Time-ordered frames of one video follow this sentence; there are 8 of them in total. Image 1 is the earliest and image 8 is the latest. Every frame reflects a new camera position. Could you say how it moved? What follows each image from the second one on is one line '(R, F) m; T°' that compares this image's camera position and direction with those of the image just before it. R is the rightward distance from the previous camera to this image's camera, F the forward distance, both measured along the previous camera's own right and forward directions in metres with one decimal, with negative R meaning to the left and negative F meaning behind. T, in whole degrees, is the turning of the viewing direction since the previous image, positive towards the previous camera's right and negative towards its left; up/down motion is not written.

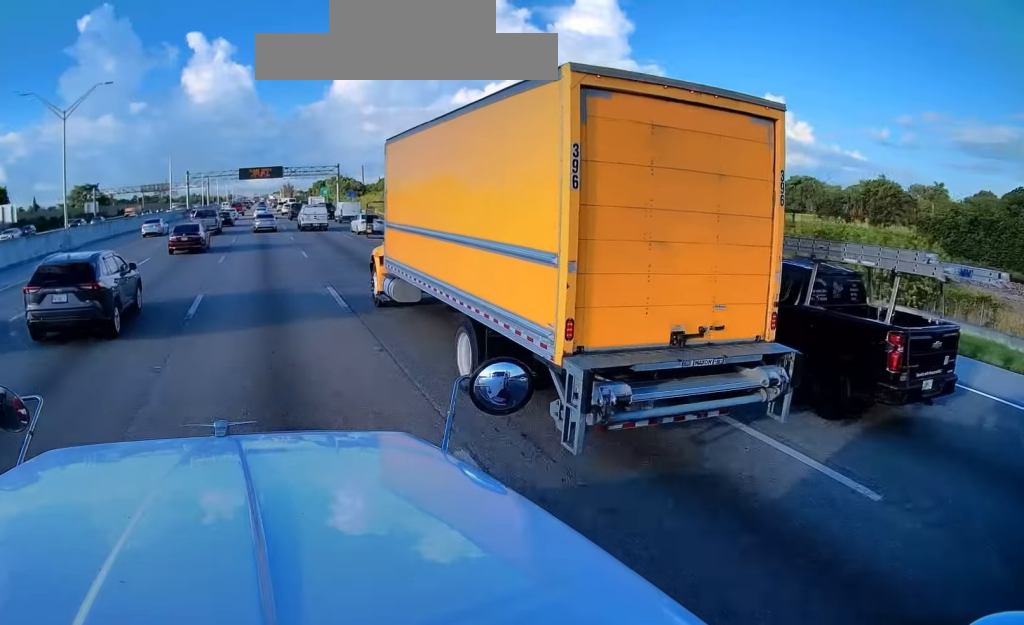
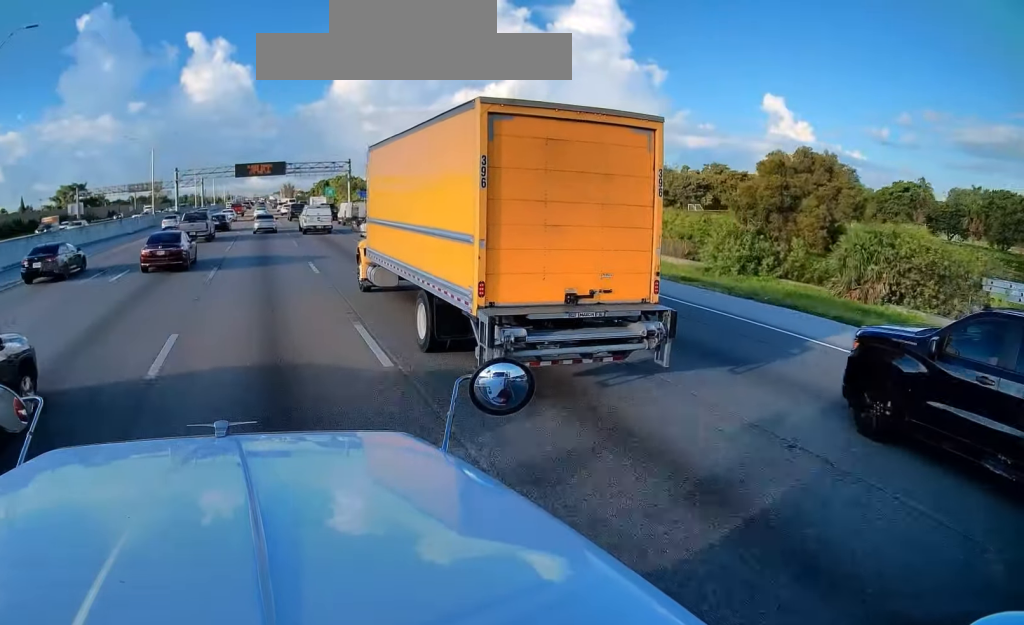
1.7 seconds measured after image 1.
(+0.2, +19.3) m; +1°
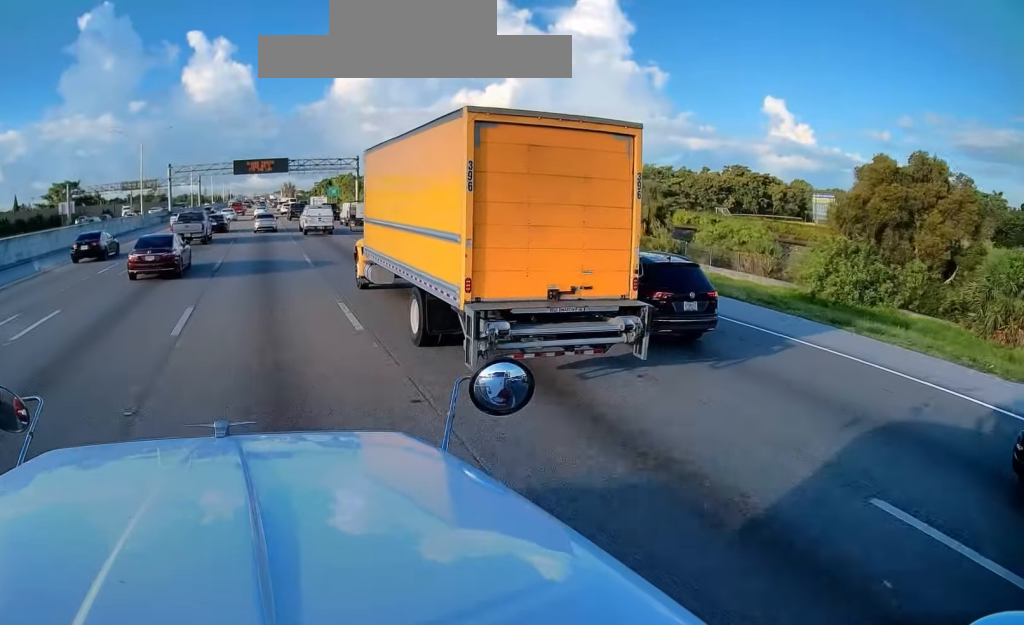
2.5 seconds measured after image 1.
(0.0, +9.9) m; 0°
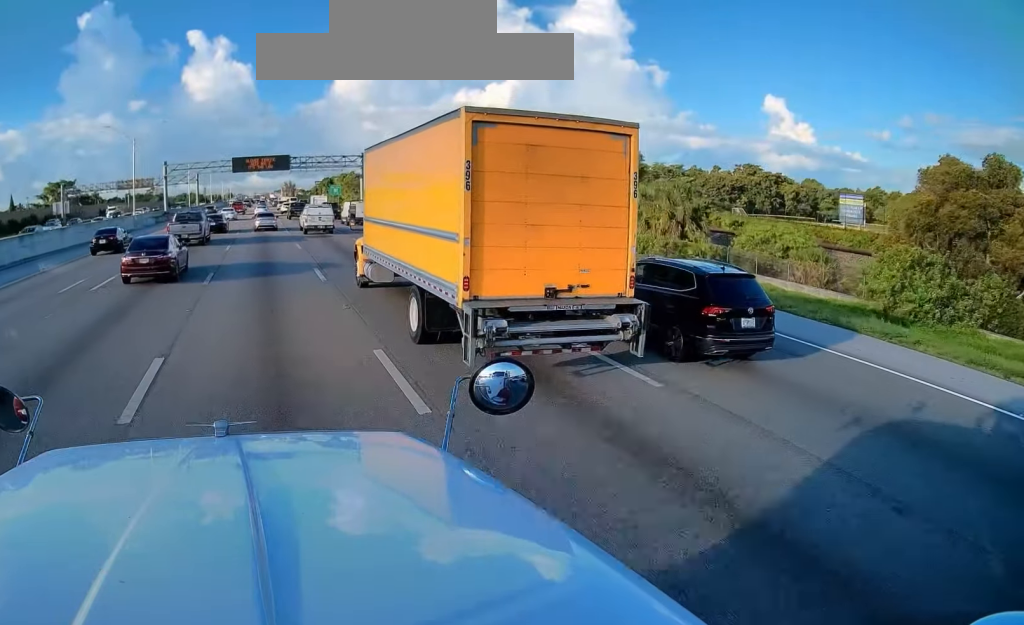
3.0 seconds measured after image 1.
(-0.1, +5.3) m; 0°
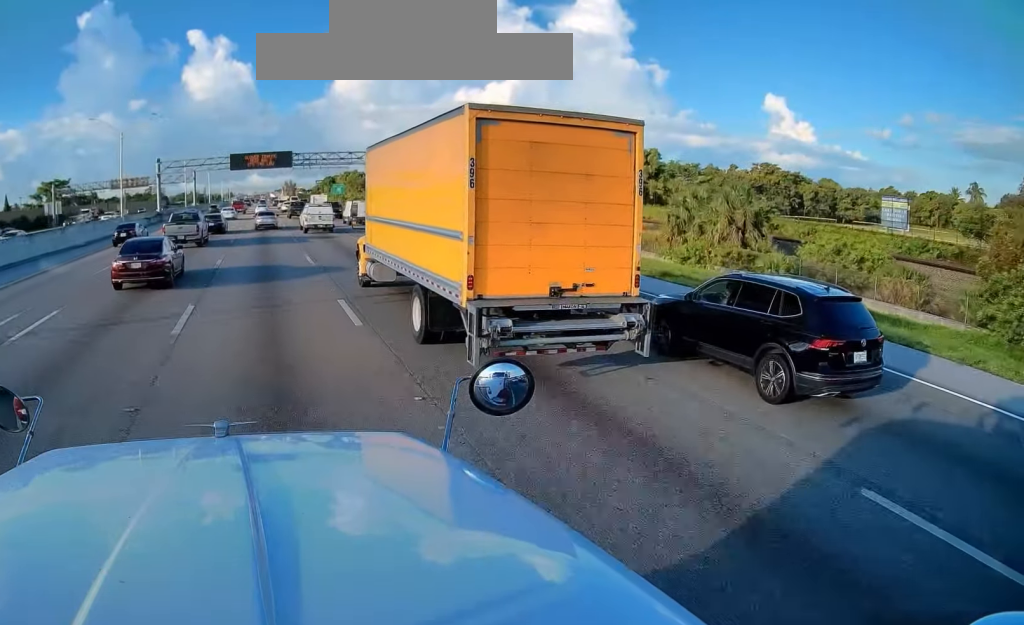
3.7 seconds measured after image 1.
(0.0, +7.5) m; 0°
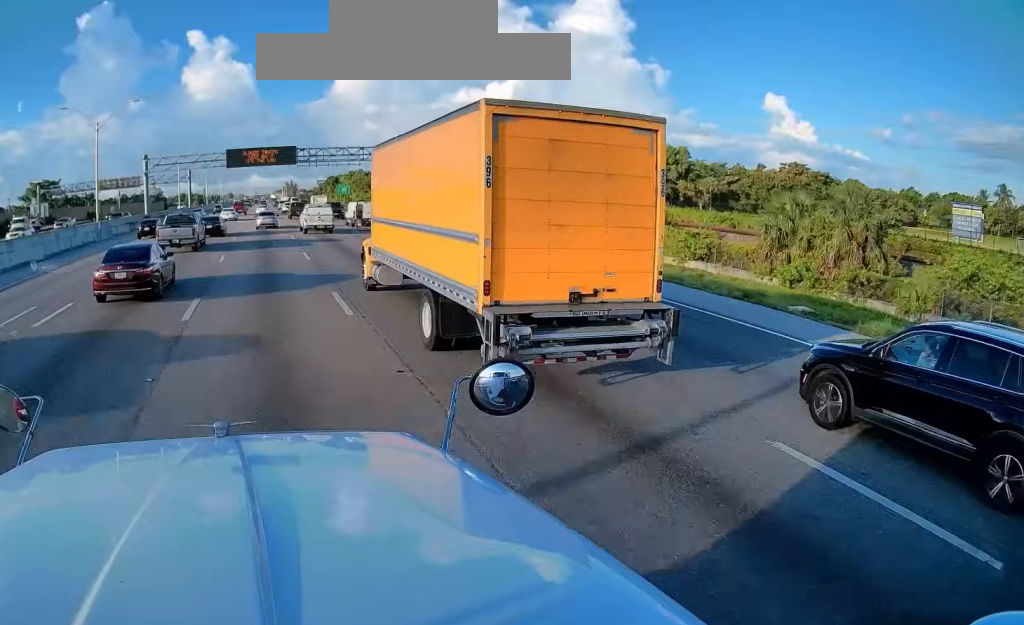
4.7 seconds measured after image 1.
(+0.1, +11.2) m; +1°
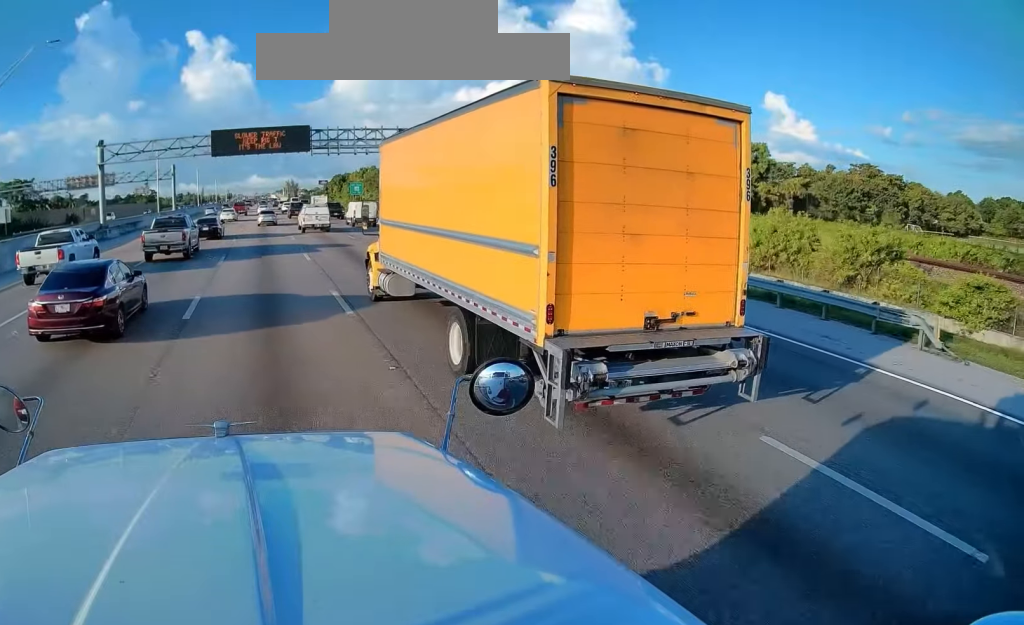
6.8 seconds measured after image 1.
(0.0, +24.5) m; 0°
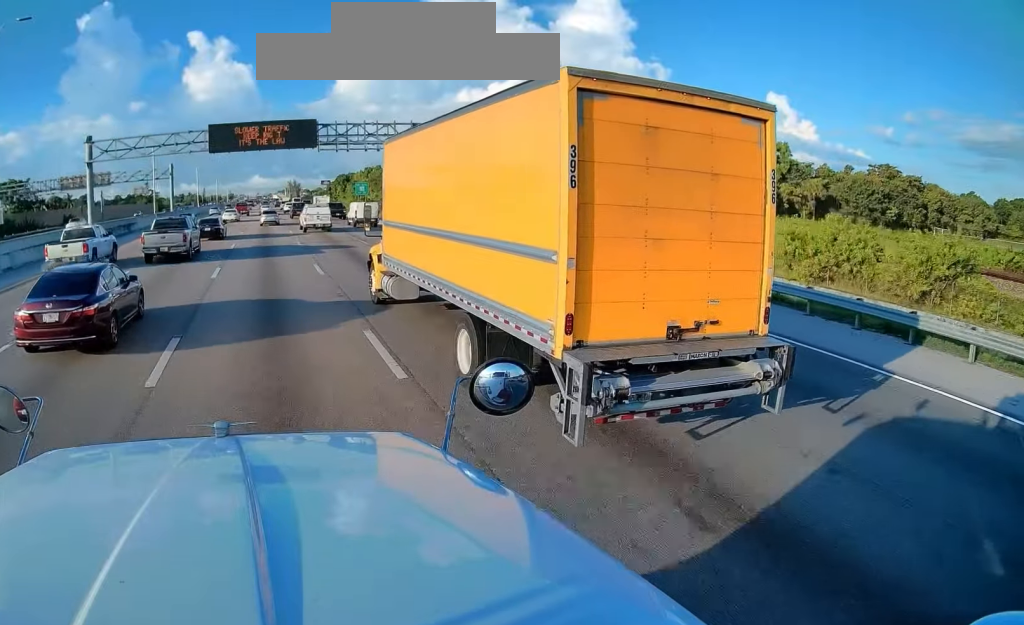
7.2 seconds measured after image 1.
(+0.2, +5.1) m; 0°
